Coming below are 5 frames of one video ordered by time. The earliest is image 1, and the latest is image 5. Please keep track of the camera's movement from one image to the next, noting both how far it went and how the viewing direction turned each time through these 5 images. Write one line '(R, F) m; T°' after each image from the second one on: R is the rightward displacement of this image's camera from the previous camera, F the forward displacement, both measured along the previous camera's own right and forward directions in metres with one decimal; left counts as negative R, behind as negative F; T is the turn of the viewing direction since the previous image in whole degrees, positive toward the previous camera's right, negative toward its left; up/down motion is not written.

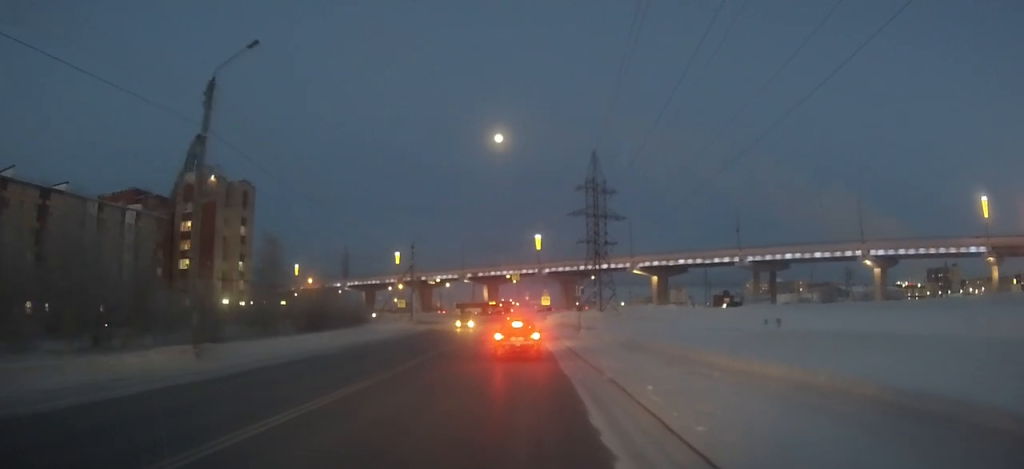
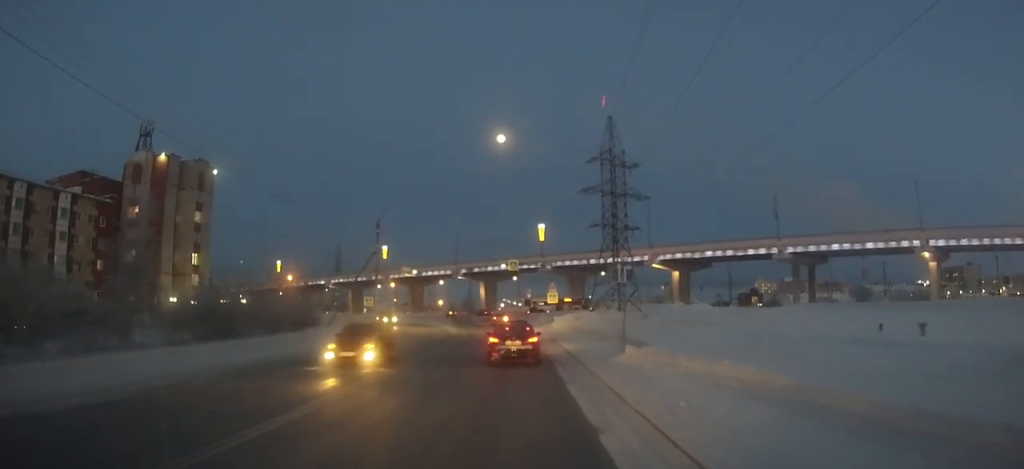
(-0.1, +17.6) m; -1°
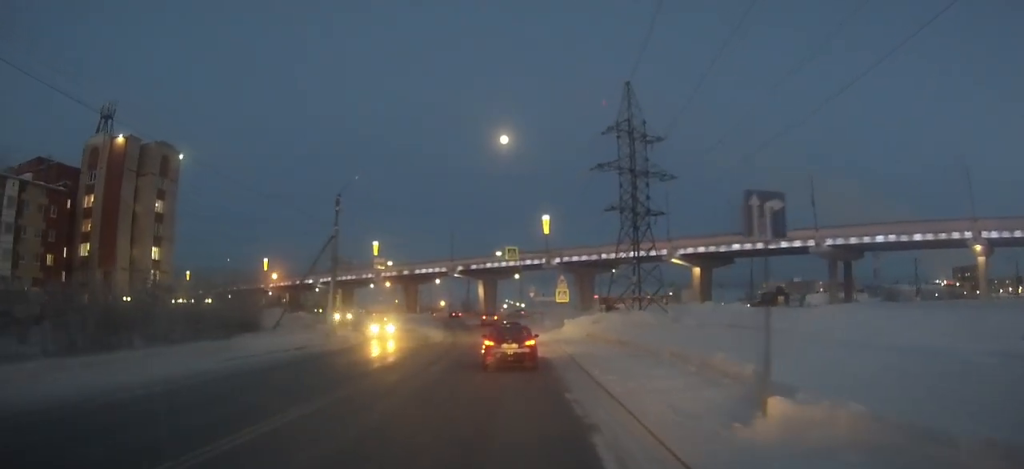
(0.0, +12.7) m; 0°
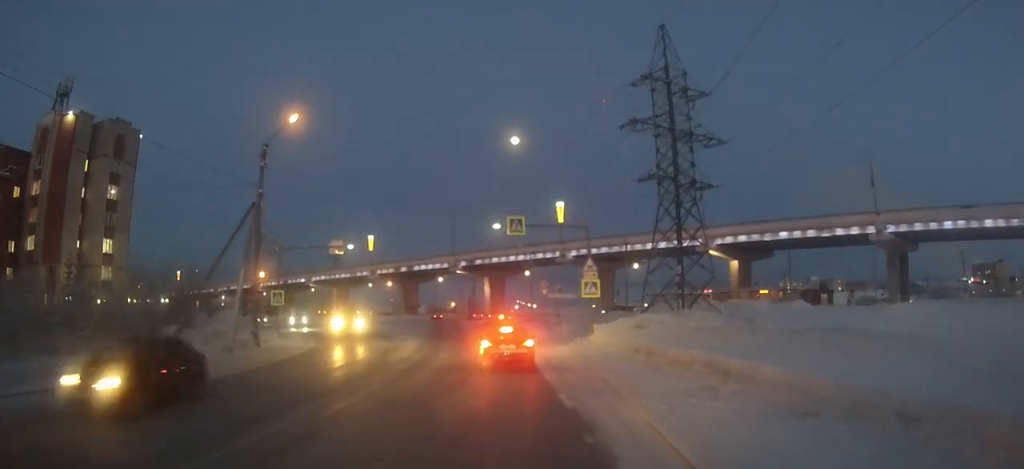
(-0.2, +14.2) m; -2°
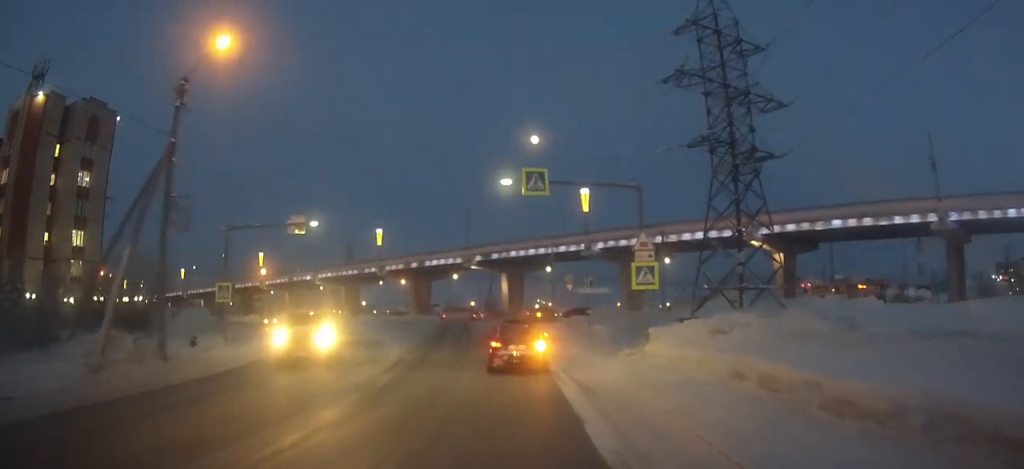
(-0.1, +9.4) m; -1°
